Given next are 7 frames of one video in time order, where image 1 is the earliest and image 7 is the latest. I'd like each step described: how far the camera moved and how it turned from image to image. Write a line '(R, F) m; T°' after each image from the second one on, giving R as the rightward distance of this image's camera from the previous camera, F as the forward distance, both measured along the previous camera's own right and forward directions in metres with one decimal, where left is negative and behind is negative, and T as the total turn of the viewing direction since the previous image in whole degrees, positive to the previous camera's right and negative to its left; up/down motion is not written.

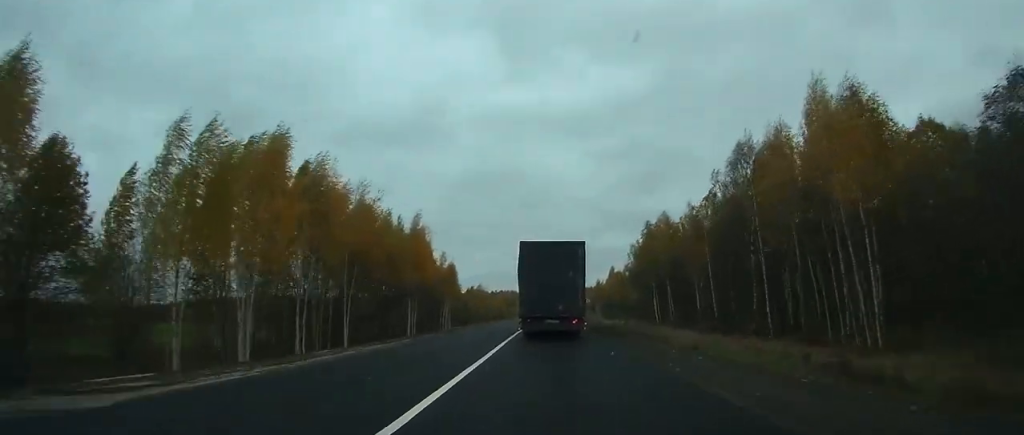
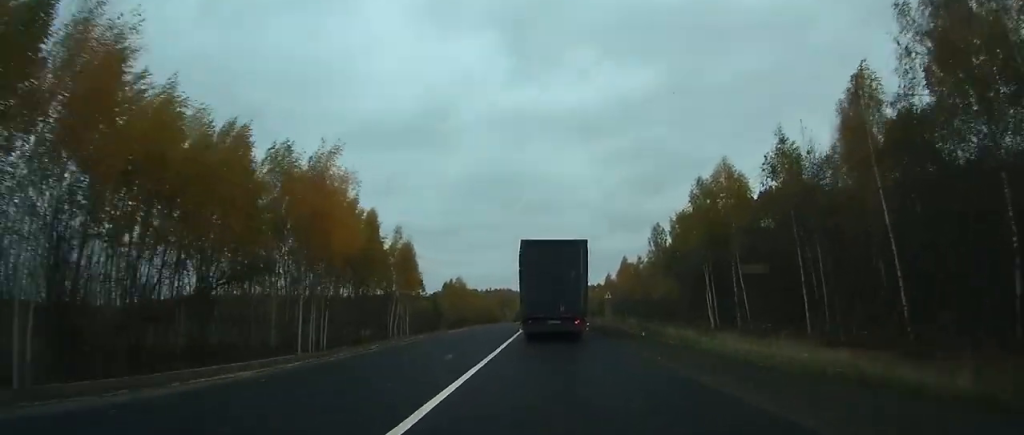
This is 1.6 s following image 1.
(+0.1, +33.7) m; 0°
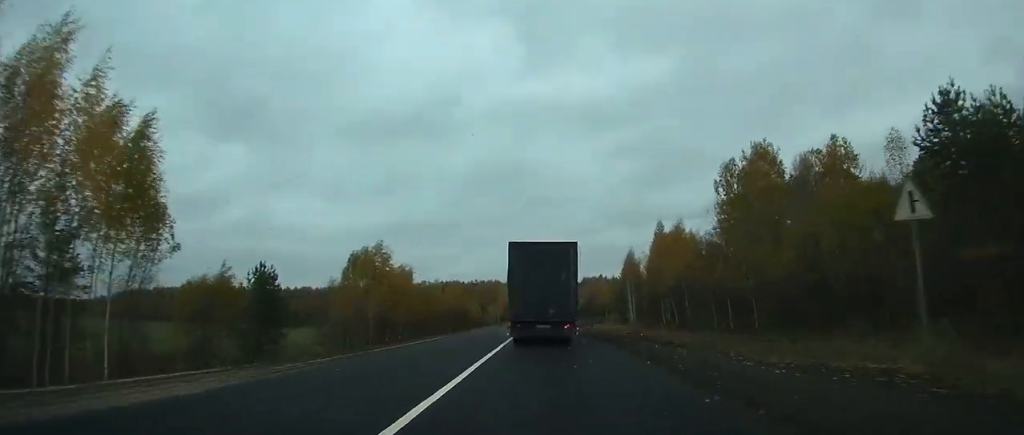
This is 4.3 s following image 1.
(0.0, +54.3) m; 0°
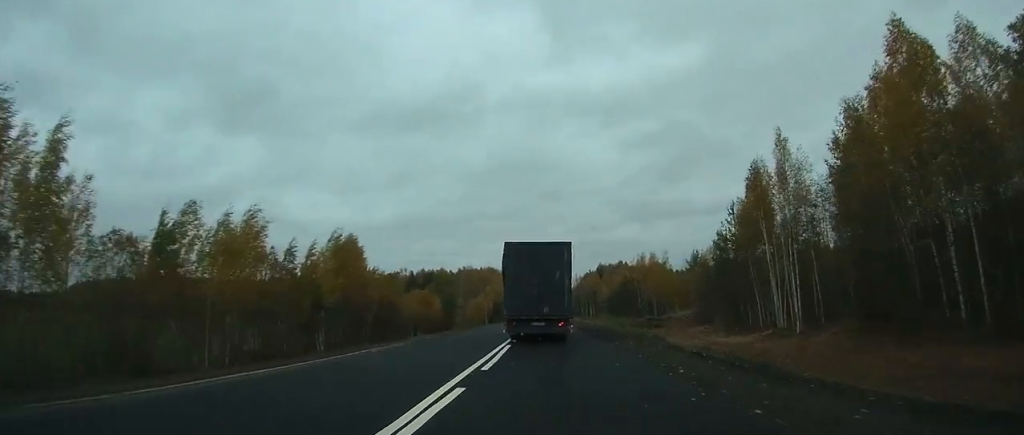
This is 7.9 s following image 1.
(-0.2, +70.3) m; 0°
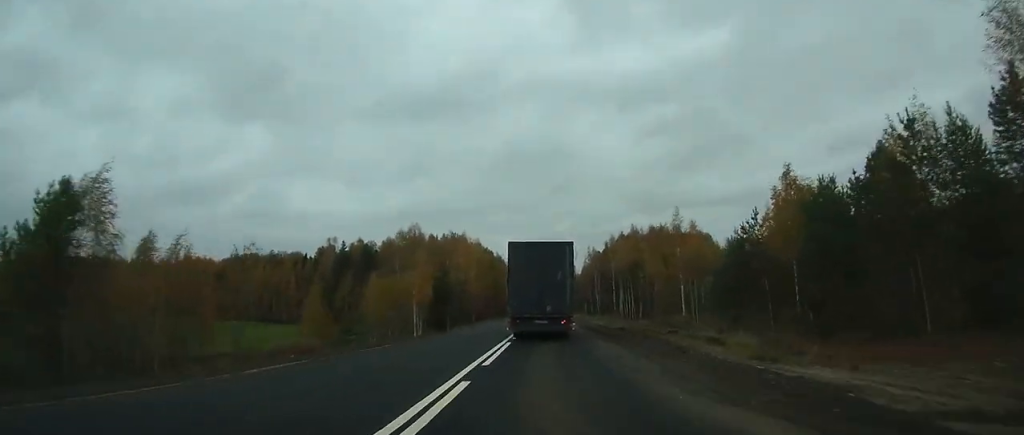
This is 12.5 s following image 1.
(+0.1, +95.1) m; 0°
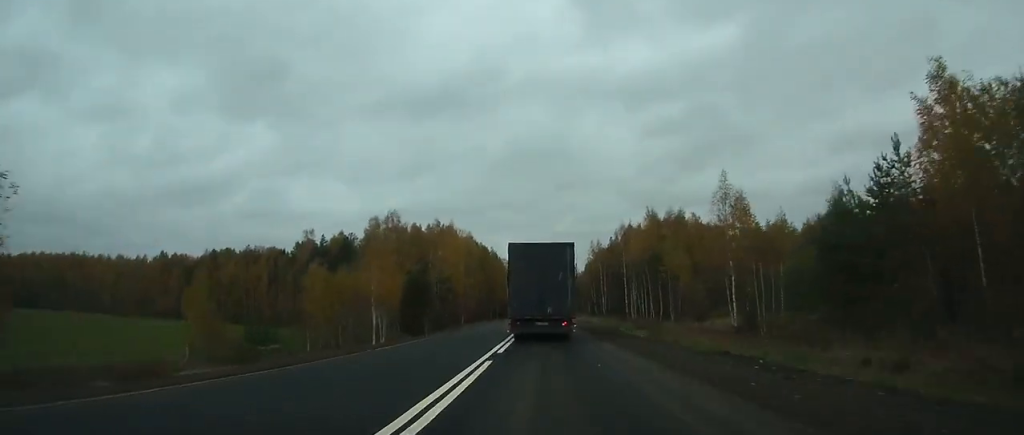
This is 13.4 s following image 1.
(0.0, +18.7) m; 0°
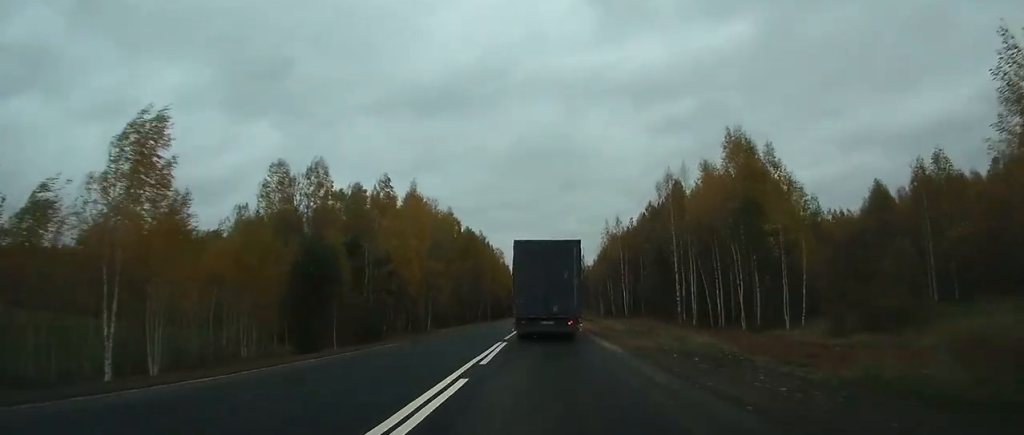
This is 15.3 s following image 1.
(-0.1, +39.0) m; 0°
